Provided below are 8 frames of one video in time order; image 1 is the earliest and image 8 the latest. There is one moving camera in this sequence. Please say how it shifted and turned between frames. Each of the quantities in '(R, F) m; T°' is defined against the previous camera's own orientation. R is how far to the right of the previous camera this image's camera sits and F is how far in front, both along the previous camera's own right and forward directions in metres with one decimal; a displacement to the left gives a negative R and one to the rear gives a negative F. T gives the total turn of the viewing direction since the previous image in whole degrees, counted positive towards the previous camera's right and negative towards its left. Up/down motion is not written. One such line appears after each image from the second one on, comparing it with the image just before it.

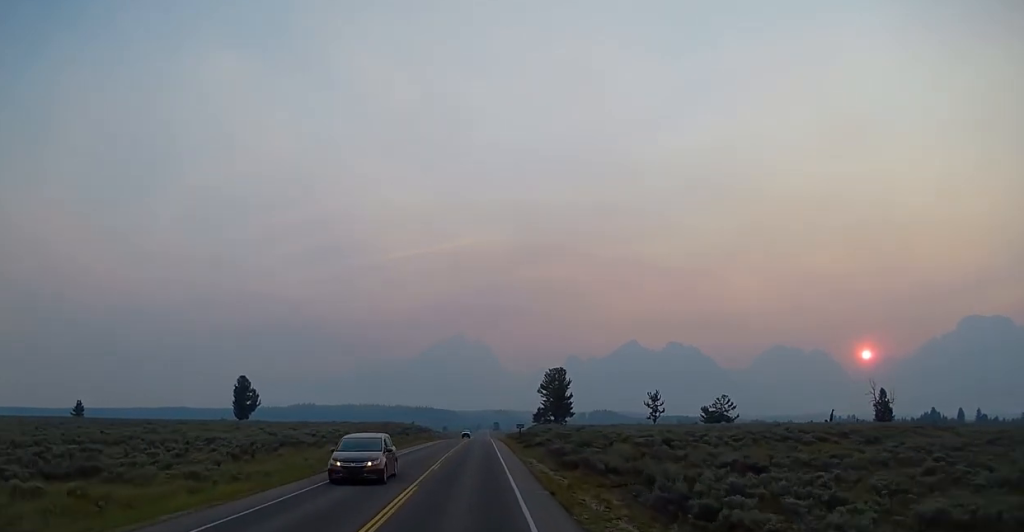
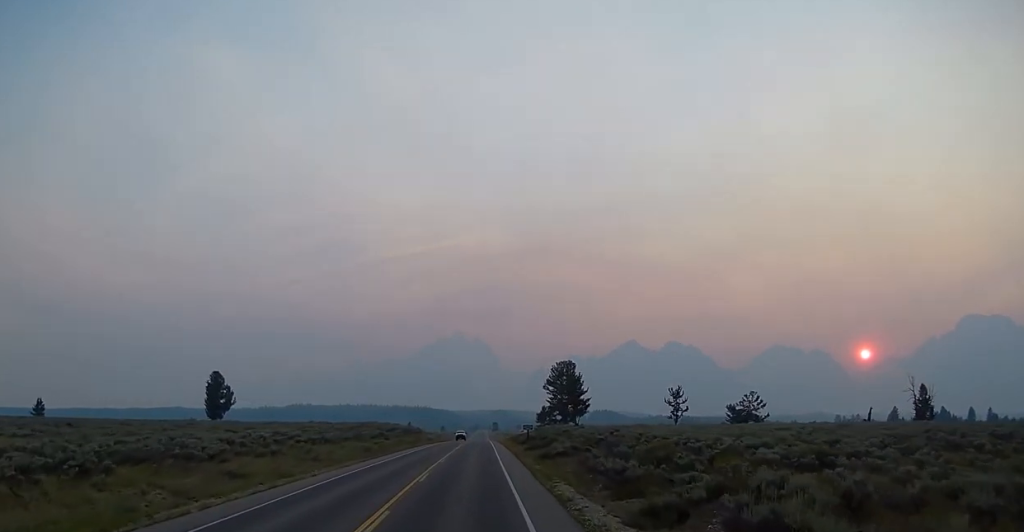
(+0.1, +18.3) m; 0°
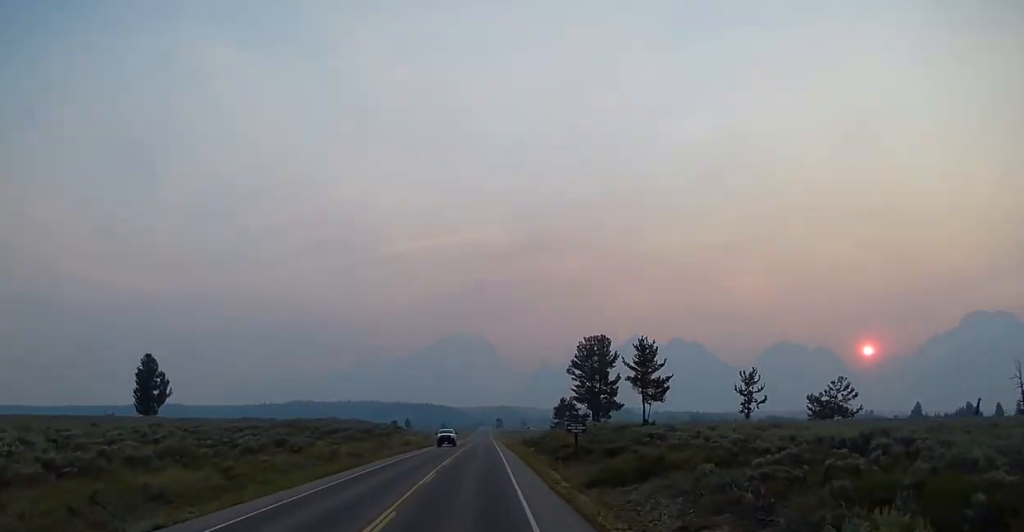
(0.0, +36.9) m; 0°
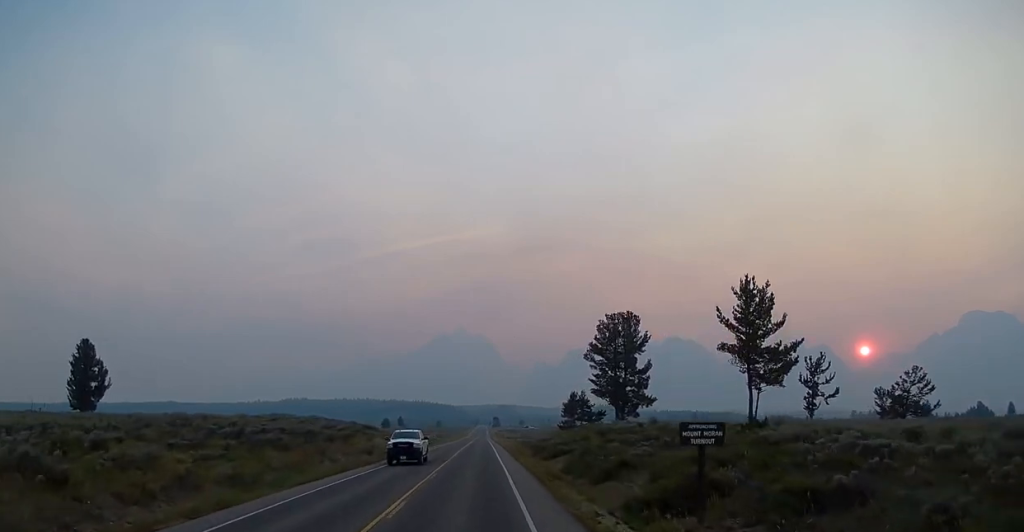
(0.0, +21.2) m; +1°
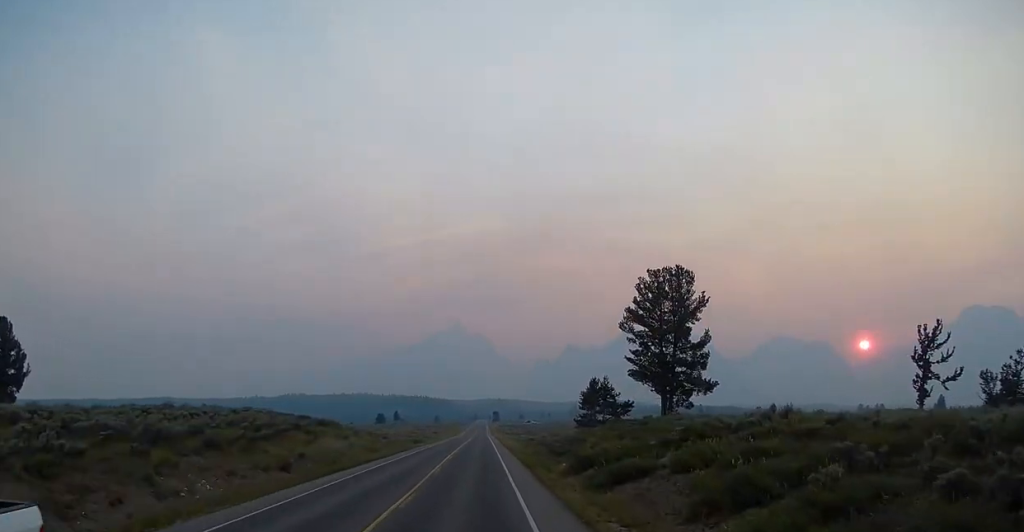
(+0.2, +21.9) m; 0°
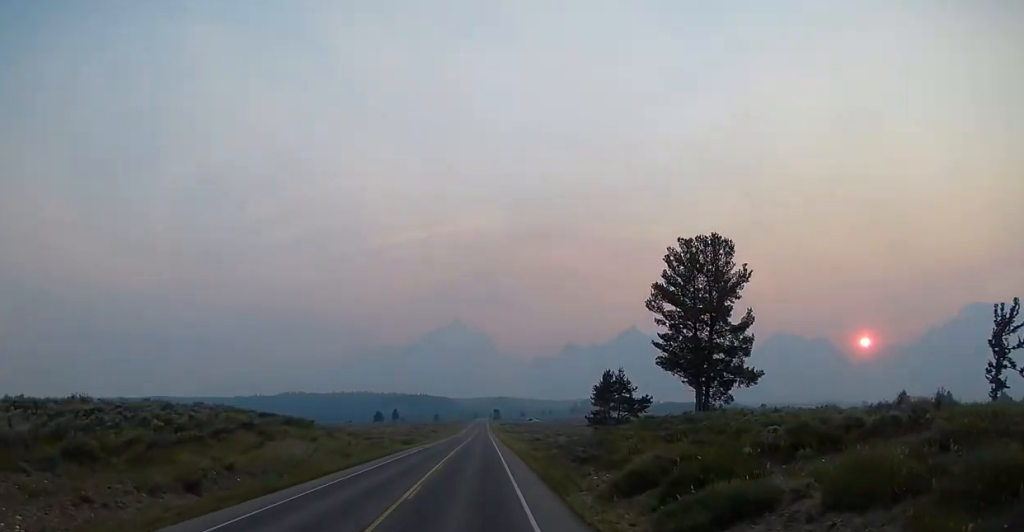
(+0.2, +9.9) m; 0°
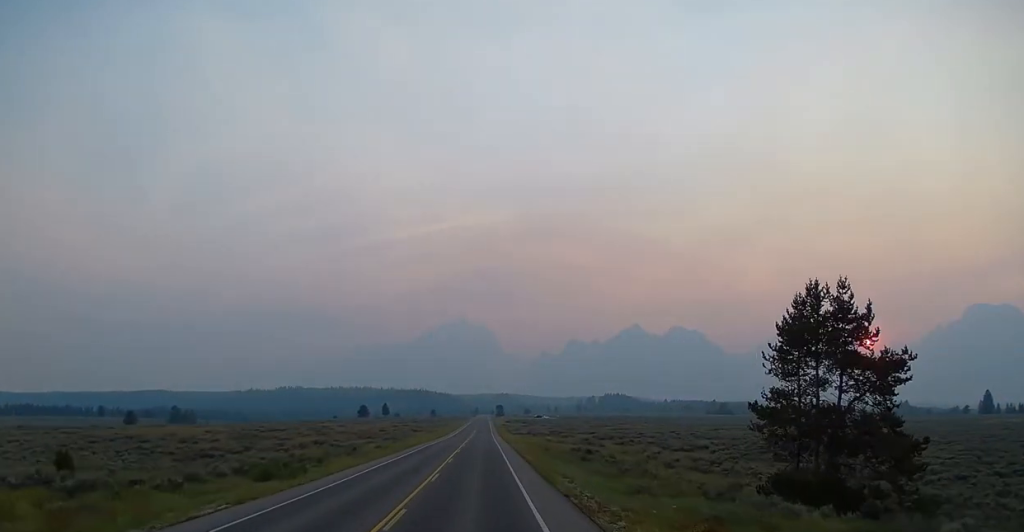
(-0.9, +54.8) m; -1°
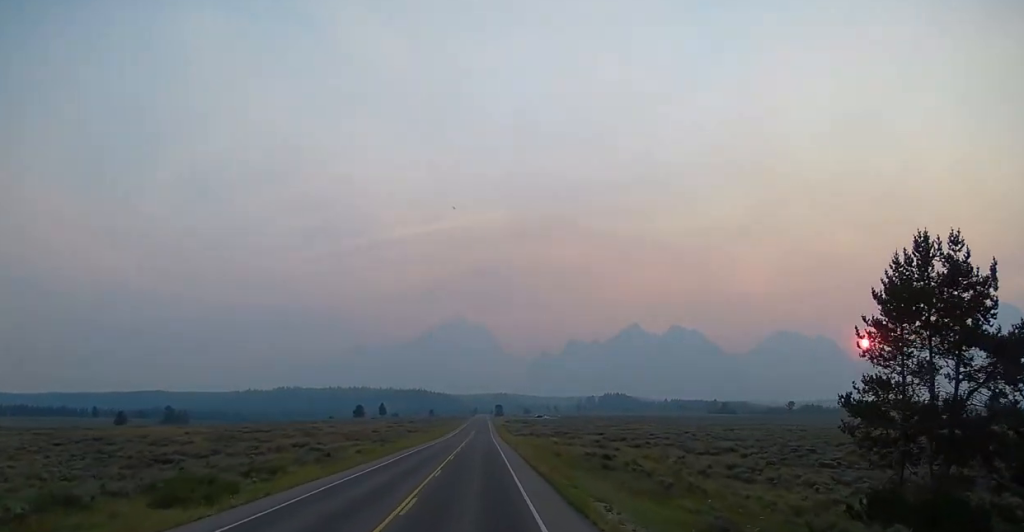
(0.0, +9.0) m; 0°
